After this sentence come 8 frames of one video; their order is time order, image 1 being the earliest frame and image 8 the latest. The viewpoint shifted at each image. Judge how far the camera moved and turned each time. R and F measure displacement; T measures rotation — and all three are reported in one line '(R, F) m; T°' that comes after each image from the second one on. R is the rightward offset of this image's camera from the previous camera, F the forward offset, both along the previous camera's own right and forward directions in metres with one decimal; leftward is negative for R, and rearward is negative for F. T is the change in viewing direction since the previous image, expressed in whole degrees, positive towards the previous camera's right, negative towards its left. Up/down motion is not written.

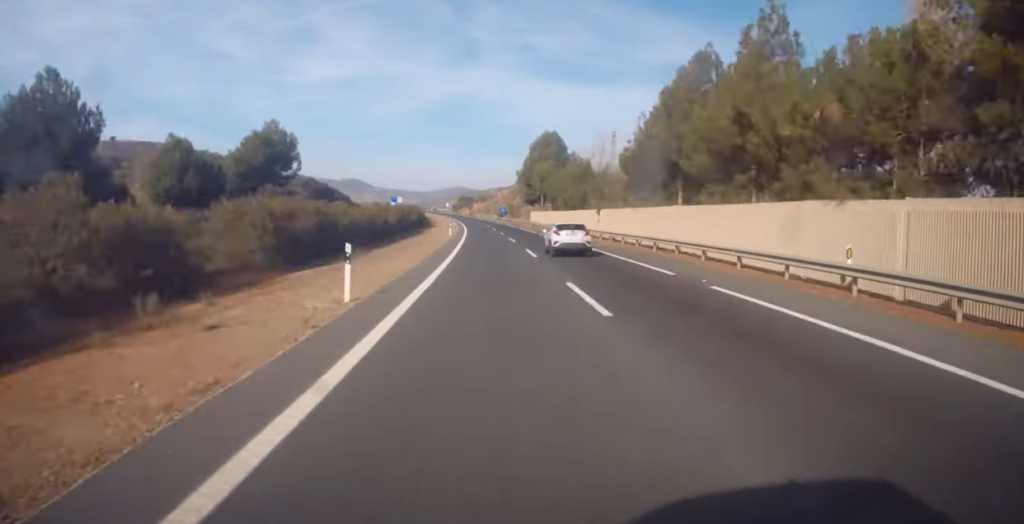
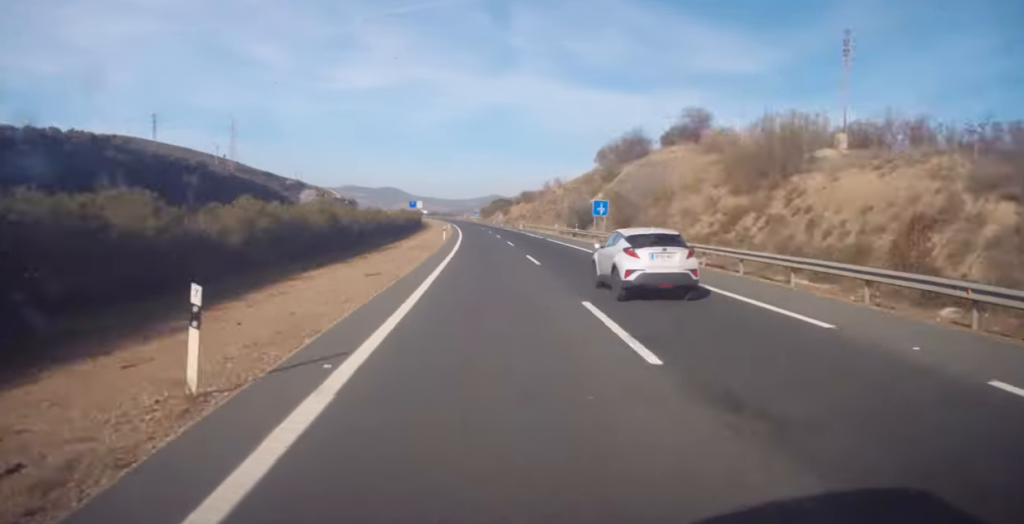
(-6.3, +108.9) m; -3°
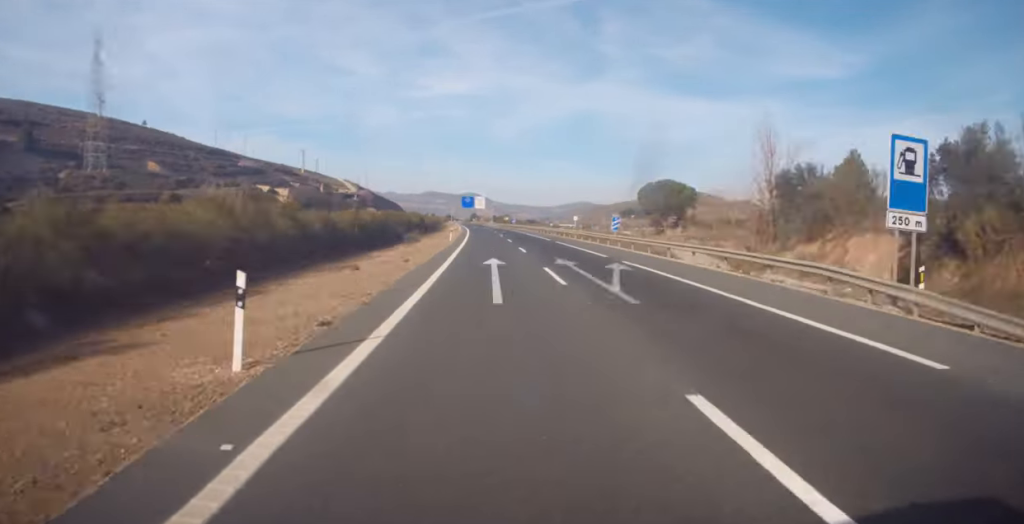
(-9.1, +199.6) m; -4°
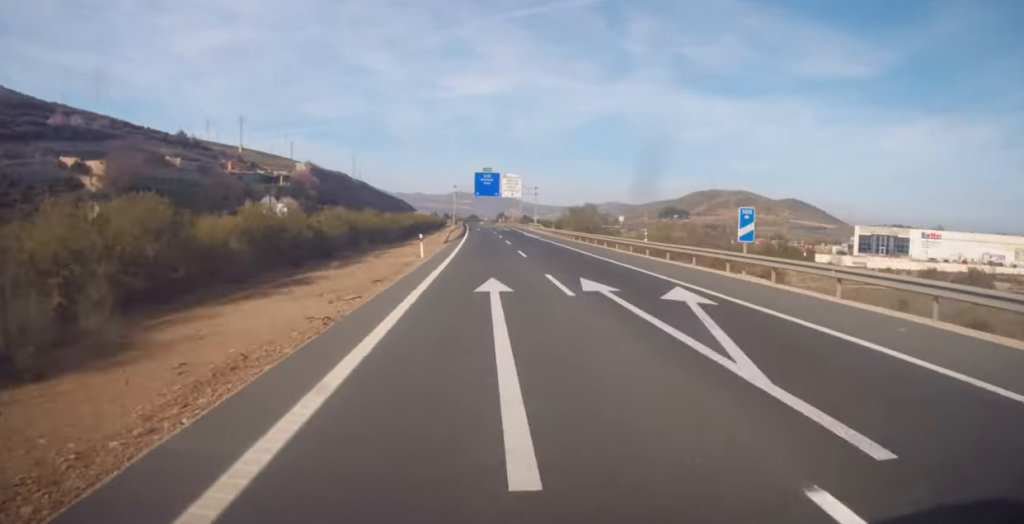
(-3.7, +119.1) m; -2°
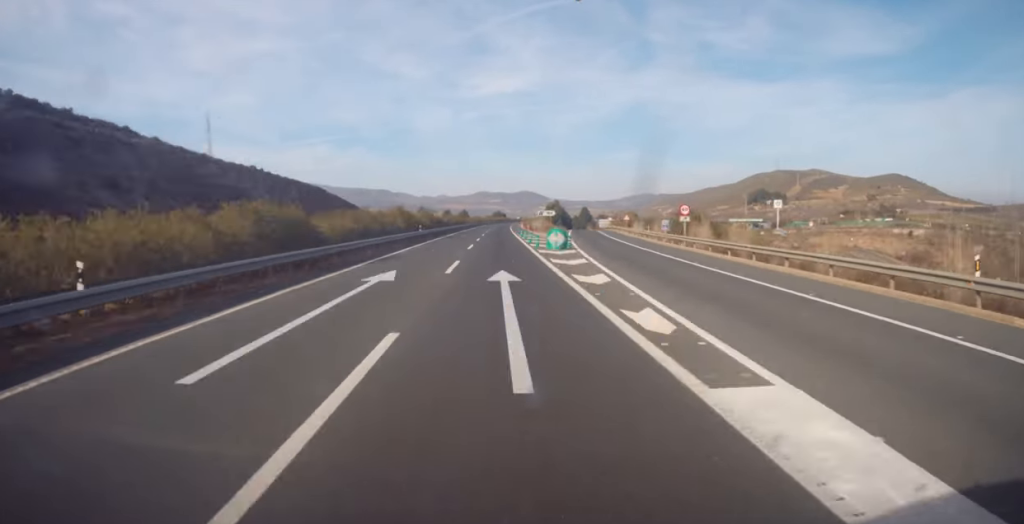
(-6.3, +329.9) m; 0°
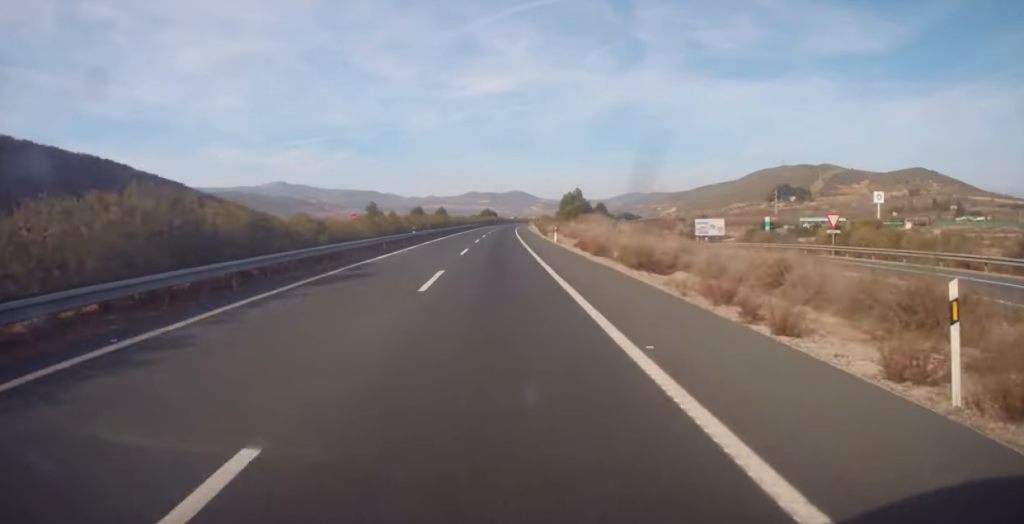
(+1.6, +104.3) m; +2°
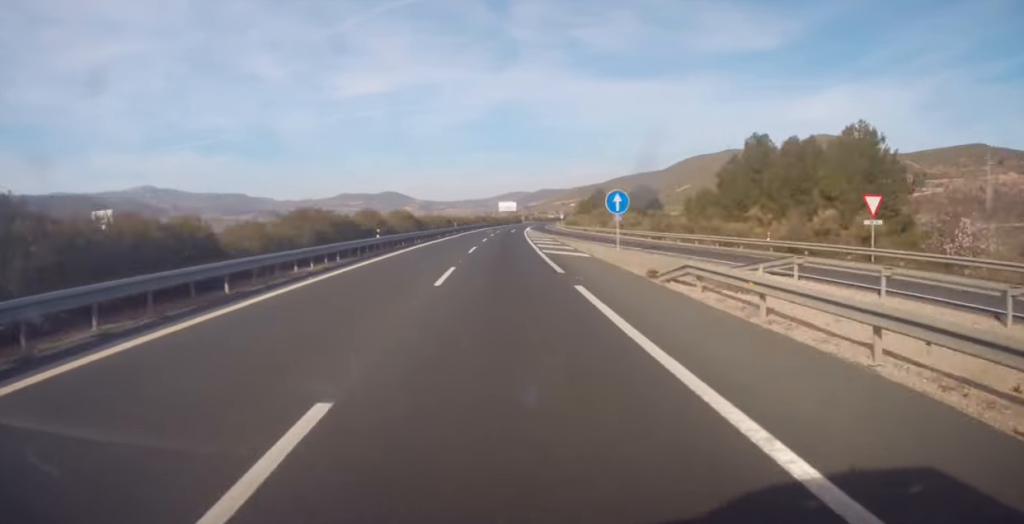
(+29.9, +412.6) m; +11°
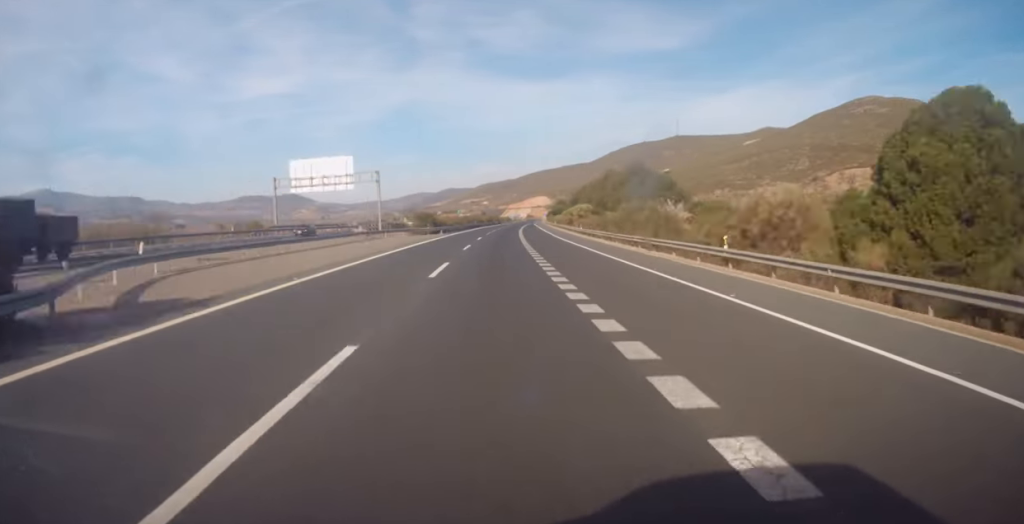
(+20.6, +259.6) m; +7°
